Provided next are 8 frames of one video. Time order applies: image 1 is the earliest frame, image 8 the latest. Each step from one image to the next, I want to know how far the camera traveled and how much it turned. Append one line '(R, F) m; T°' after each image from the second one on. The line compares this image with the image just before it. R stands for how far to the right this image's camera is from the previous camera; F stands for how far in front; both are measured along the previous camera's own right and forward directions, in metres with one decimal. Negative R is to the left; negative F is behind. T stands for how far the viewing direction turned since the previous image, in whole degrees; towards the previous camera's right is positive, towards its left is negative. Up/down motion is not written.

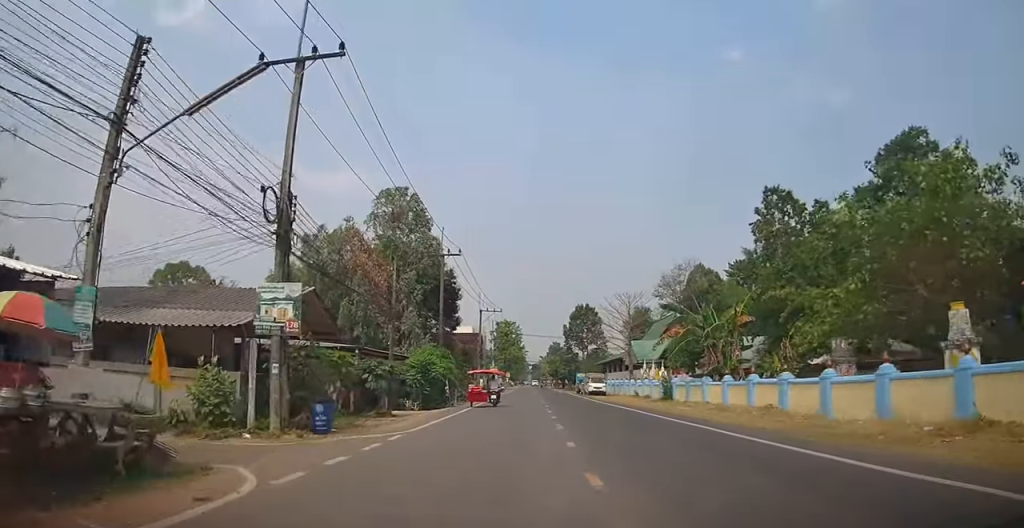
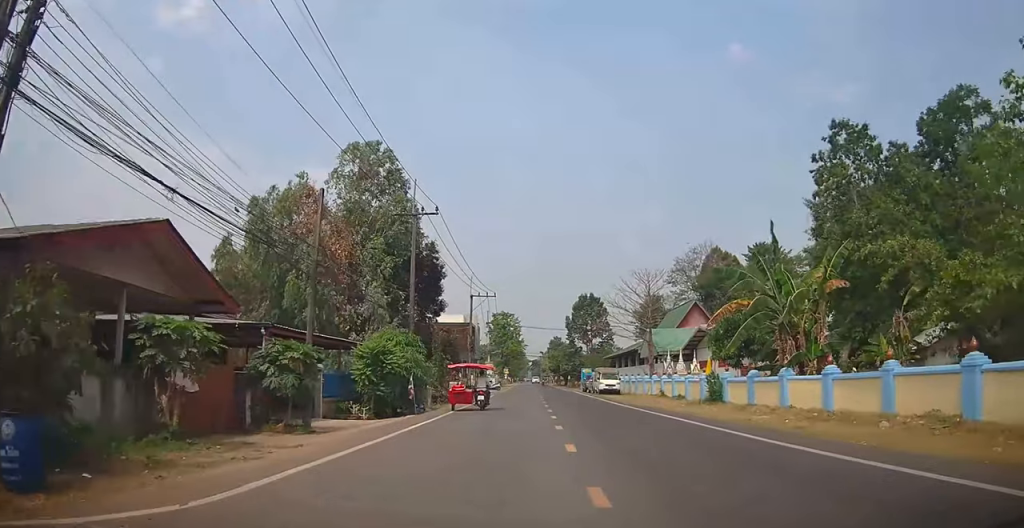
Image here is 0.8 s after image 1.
(-0.1, +9.1) m; 0°
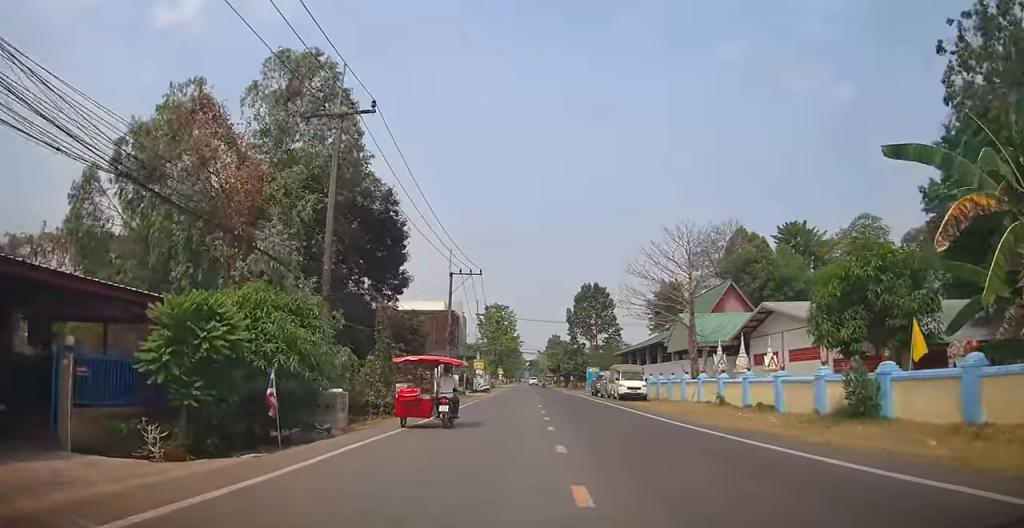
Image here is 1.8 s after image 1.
(0.0, +11.9) m; -1°
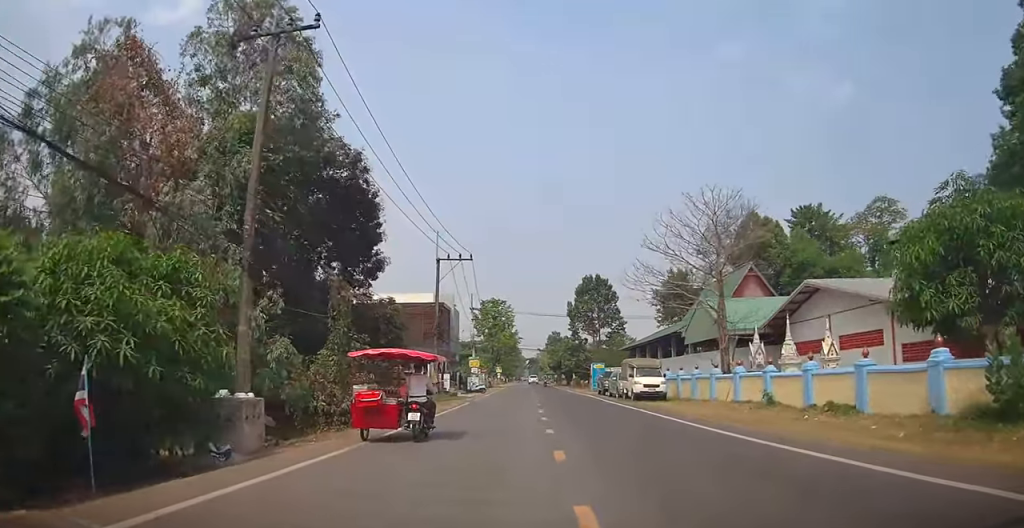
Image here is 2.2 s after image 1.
(0.0, +5.0) m; 0°
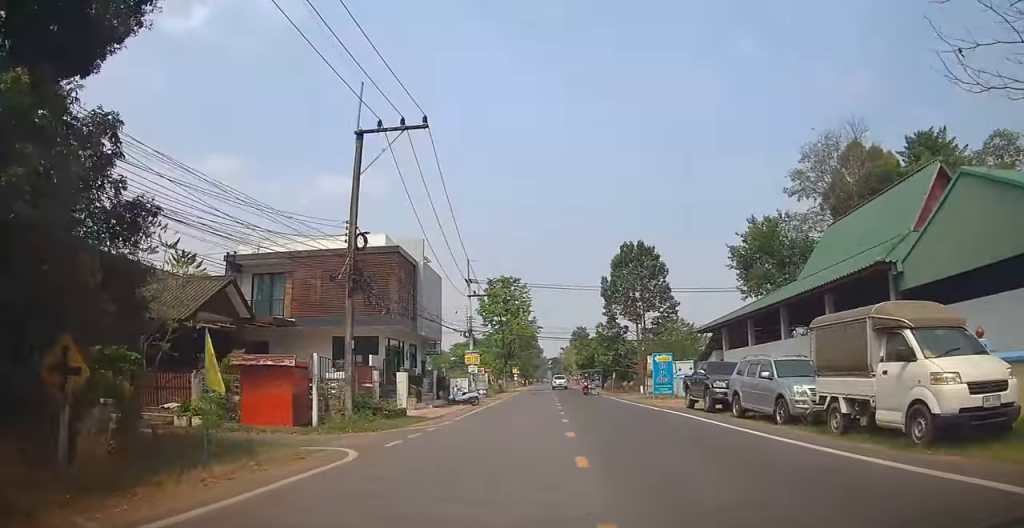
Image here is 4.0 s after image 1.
(-0.2, +20.7) m; 0°
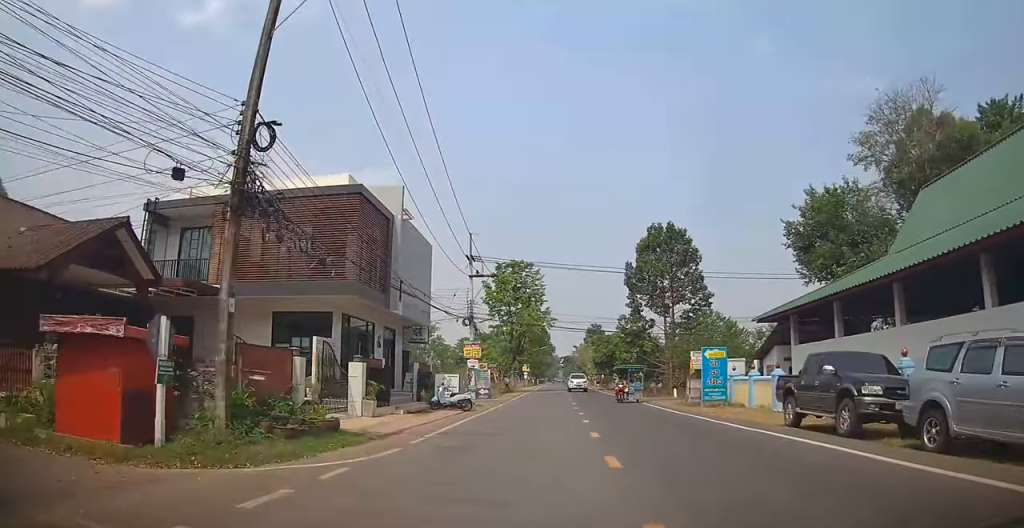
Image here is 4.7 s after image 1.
(0.0, +8.2) m; 0°
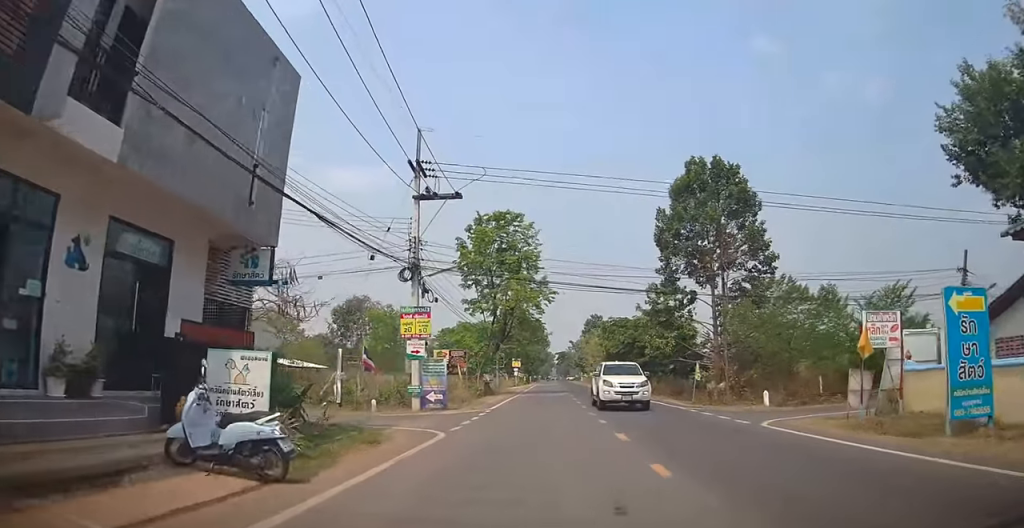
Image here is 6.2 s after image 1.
(-0.1, +17.9) m; -1°
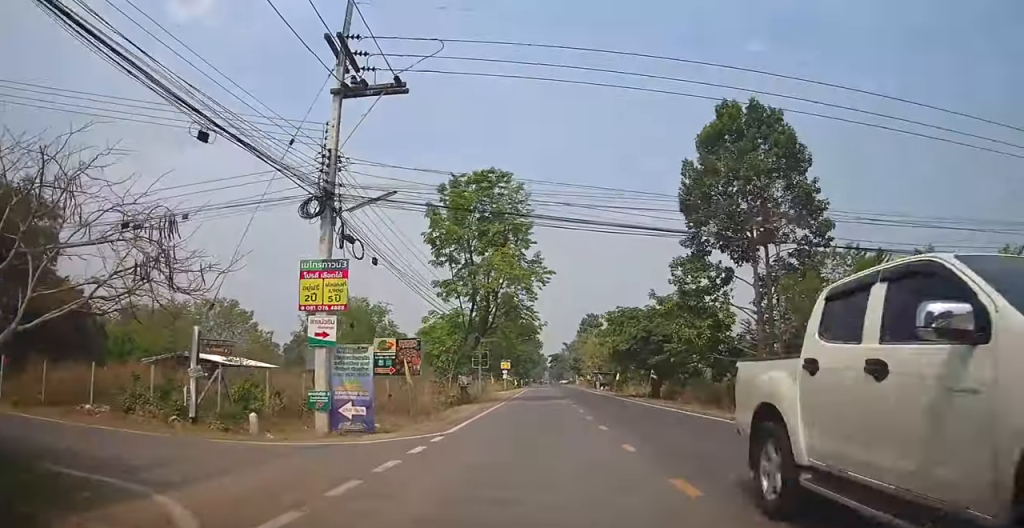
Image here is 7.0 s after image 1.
(0.0, +9.7) m; +1°
